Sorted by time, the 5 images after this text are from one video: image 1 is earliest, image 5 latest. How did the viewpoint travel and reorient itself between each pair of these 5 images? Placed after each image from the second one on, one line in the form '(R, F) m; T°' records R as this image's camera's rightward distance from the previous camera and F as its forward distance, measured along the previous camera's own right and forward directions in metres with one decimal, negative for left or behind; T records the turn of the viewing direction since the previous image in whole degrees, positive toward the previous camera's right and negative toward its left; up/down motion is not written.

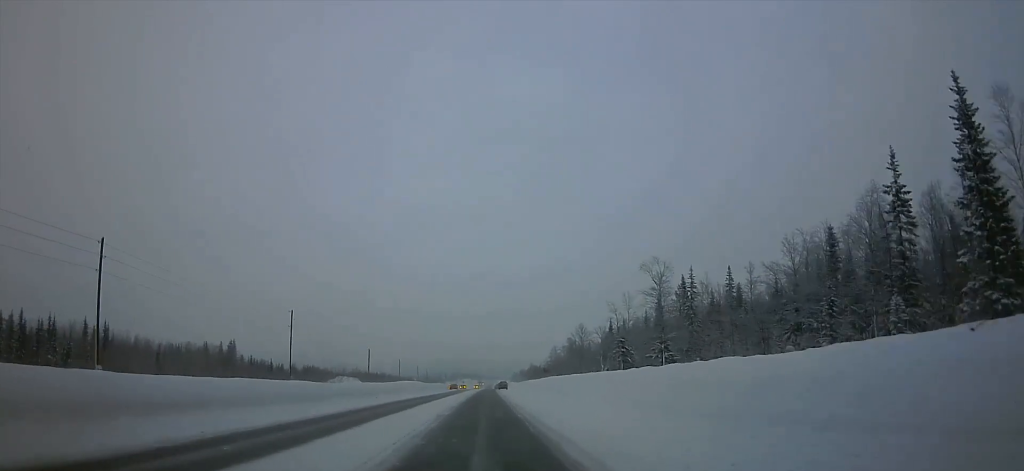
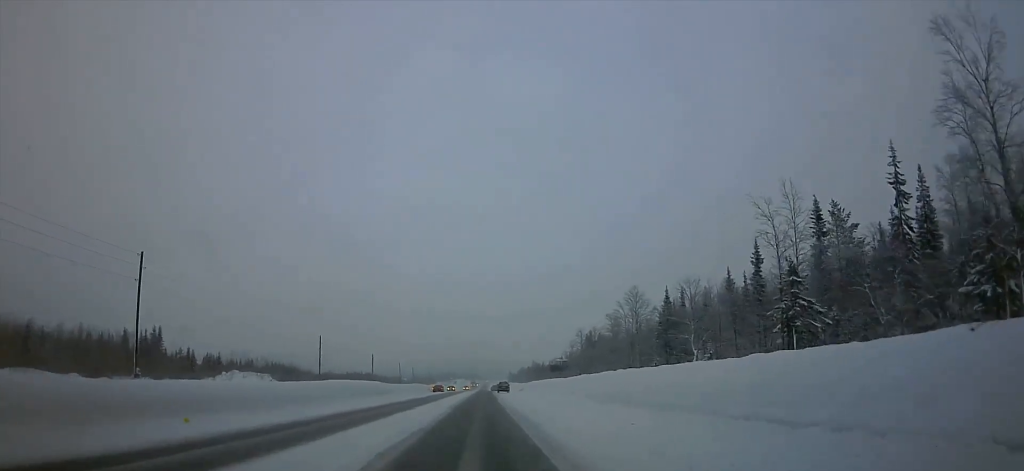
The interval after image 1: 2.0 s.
(0.0, +39.8) m; 0°
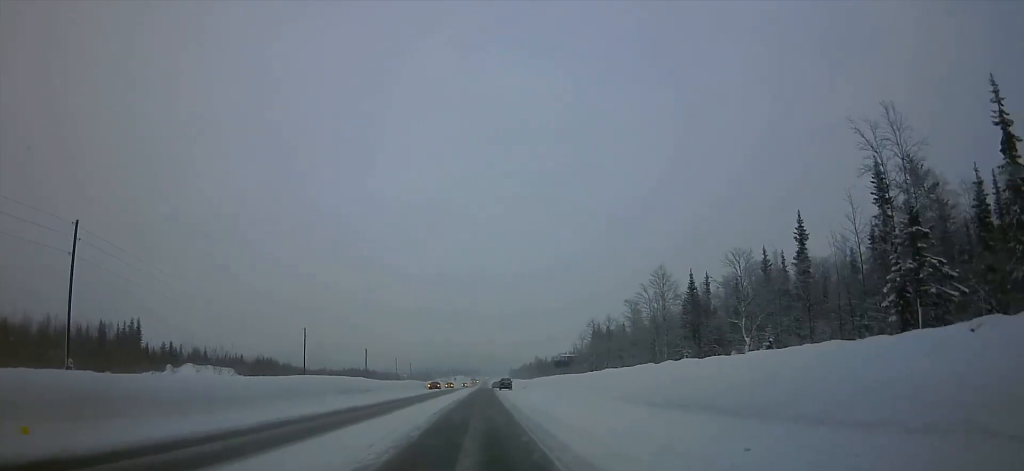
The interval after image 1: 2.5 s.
(0.0, +9.5) m; 0°
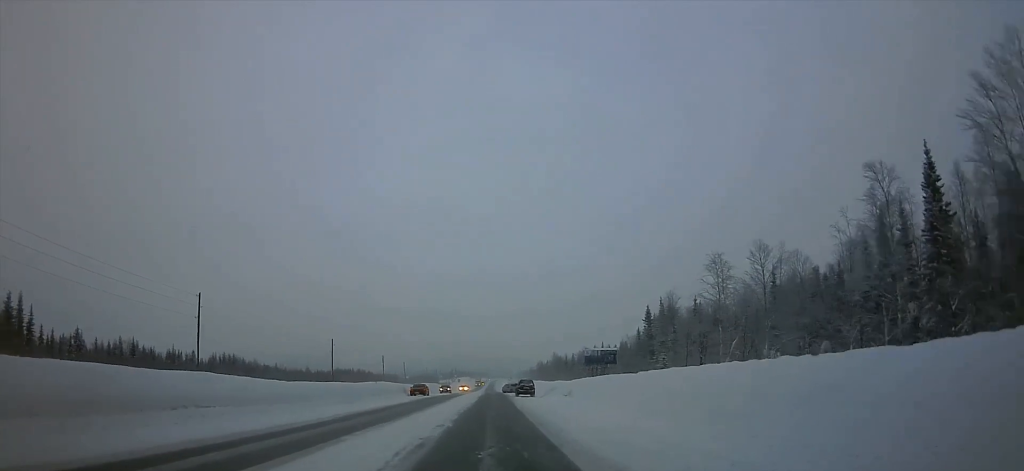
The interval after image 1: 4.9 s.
(0.0, +41.5) m; 0°
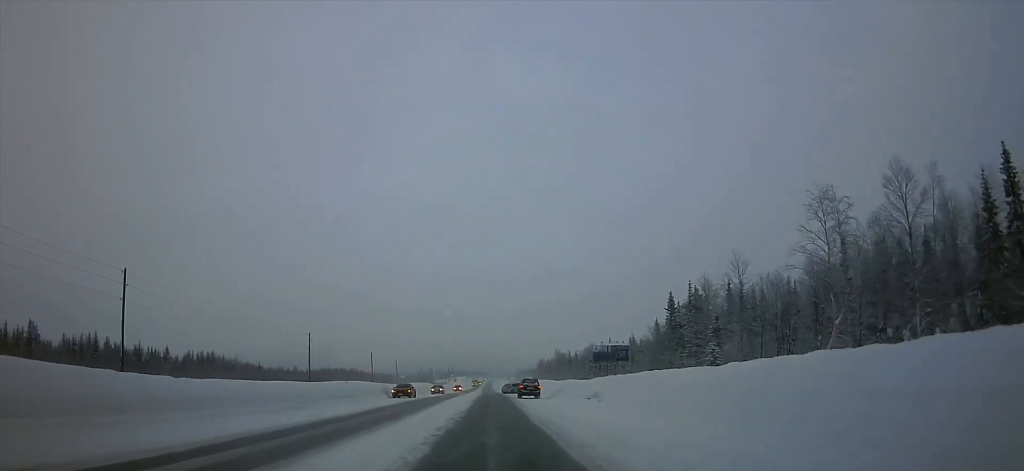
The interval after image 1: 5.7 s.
(0.0, +13.3) m; 0°
